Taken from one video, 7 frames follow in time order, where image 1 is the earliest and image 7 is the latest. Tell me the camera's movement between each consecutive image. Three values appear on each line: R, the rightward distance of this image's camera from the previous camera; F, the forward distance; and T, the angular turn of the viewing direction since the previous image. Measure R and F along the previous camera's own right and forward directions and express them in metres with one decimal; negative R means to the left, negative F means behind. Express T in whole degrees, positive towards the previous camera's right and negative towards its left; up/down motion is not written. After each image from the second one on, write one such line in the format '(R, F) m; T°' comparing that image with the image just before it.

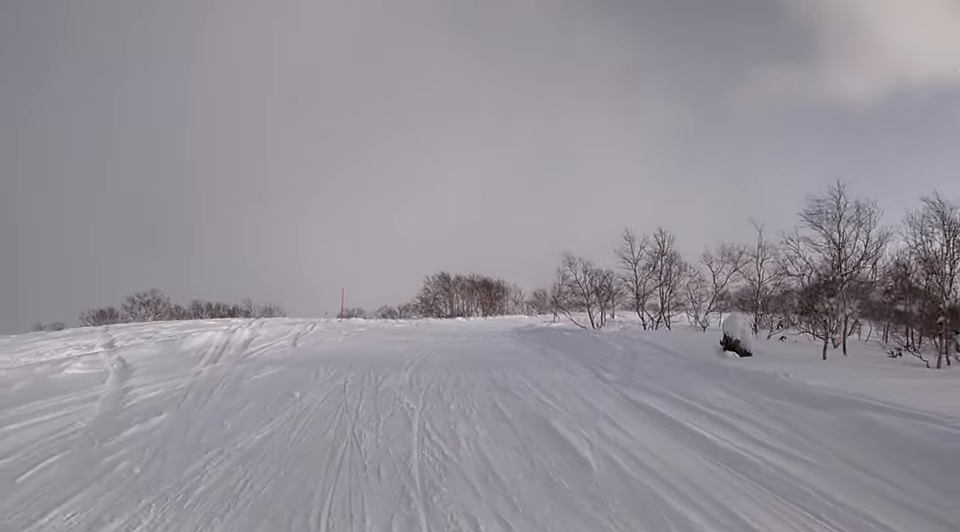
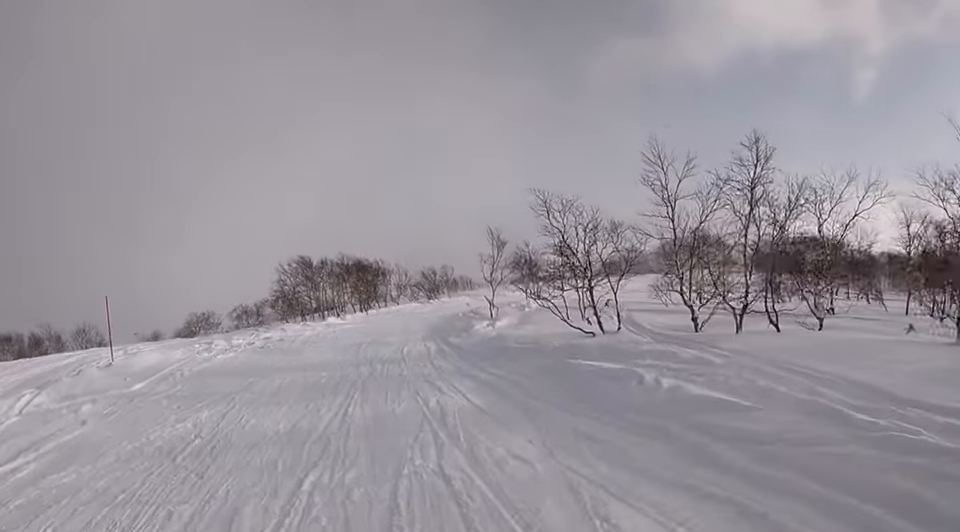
(+2.1, +11.2) m; +20°
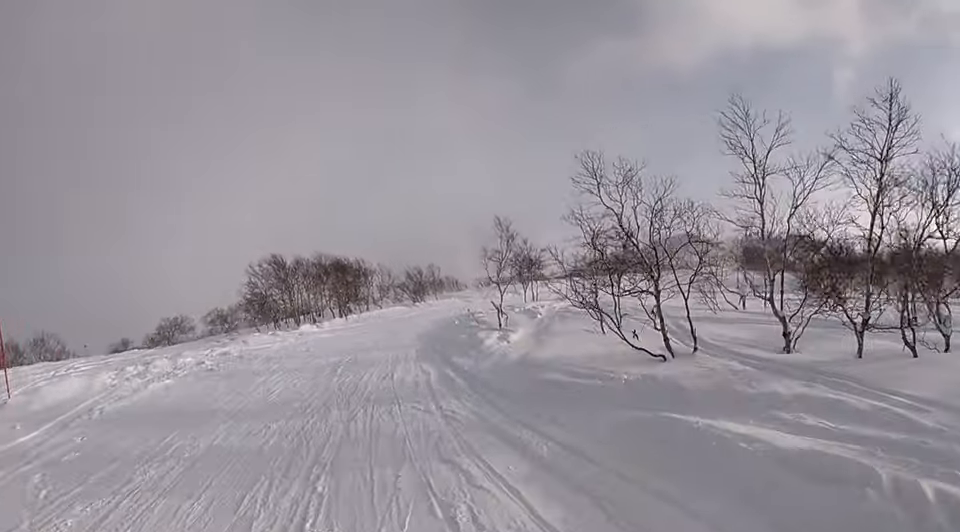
(0.0, +3.5) m; +6°
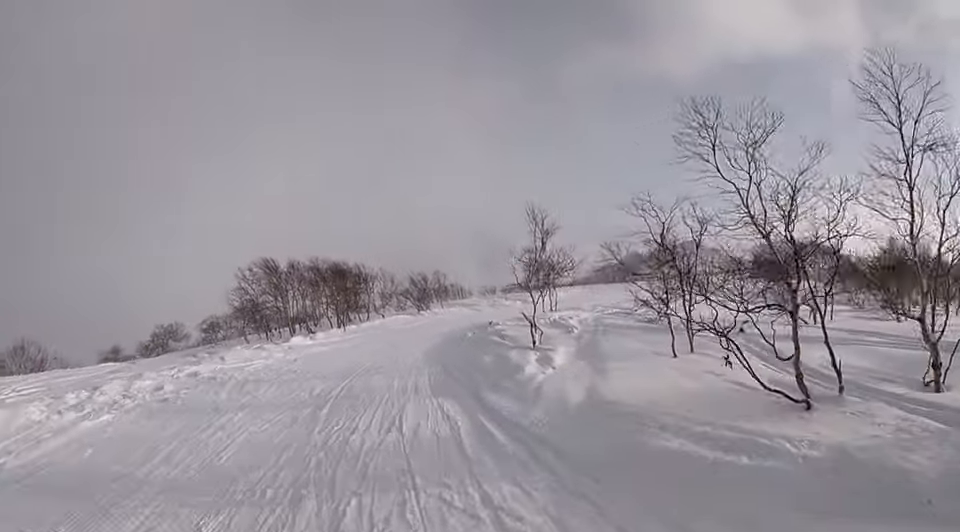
(+0.7, +2.9) m; +3°
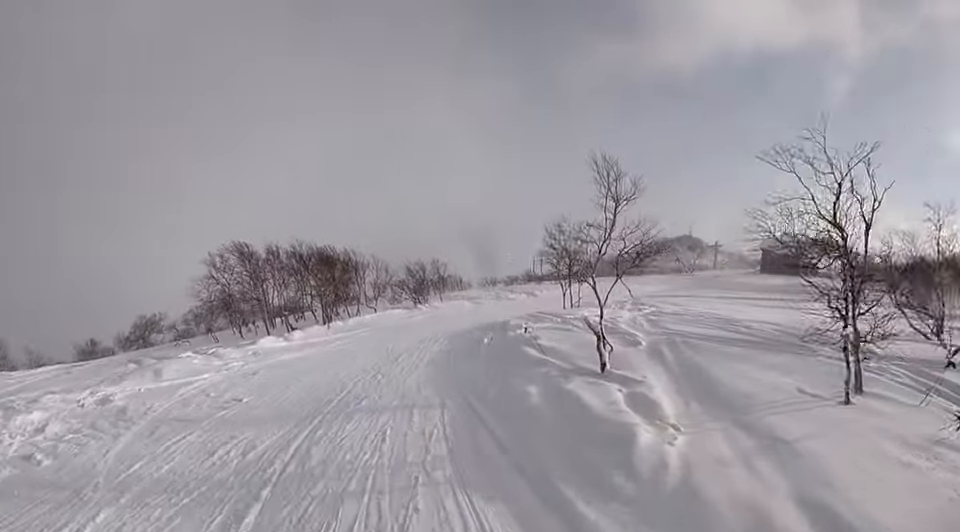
(+0.4, +4.0) m; +3°
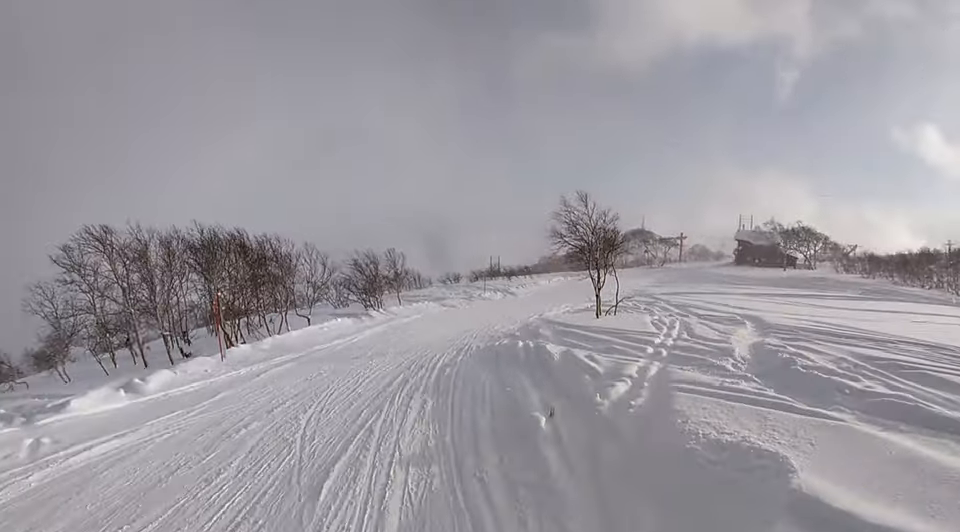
(-0.5, +7.8) m; +3°
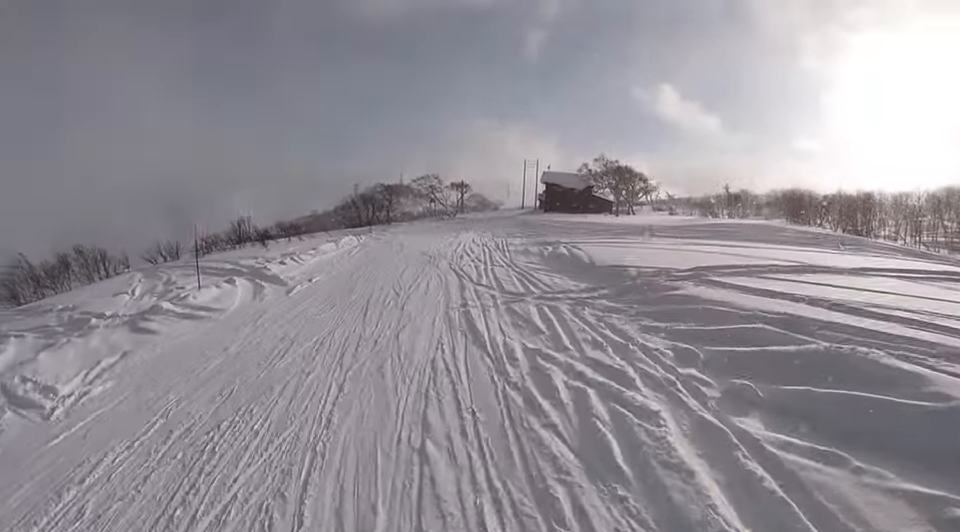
(+4.0, +19.7) m; +23°
